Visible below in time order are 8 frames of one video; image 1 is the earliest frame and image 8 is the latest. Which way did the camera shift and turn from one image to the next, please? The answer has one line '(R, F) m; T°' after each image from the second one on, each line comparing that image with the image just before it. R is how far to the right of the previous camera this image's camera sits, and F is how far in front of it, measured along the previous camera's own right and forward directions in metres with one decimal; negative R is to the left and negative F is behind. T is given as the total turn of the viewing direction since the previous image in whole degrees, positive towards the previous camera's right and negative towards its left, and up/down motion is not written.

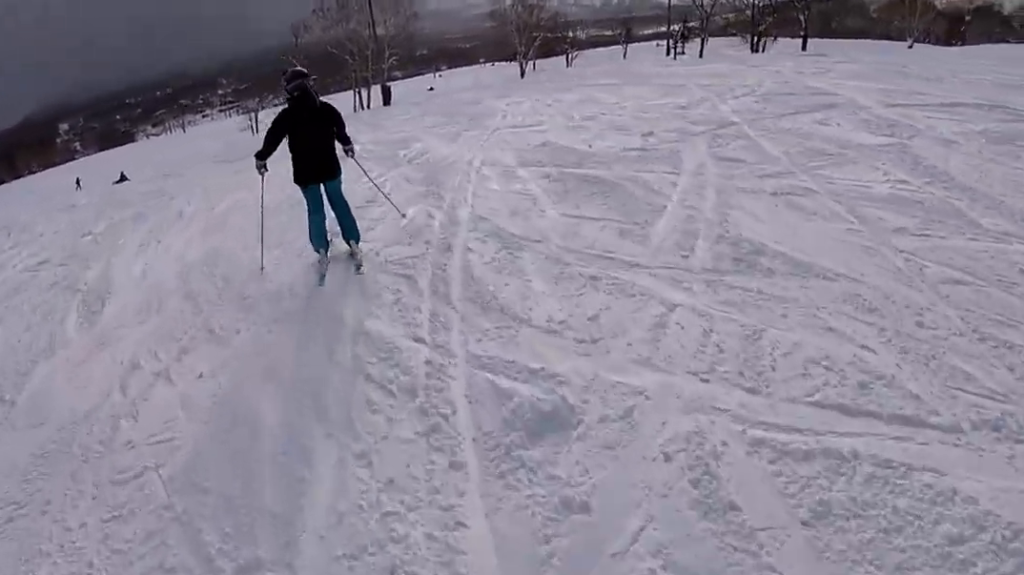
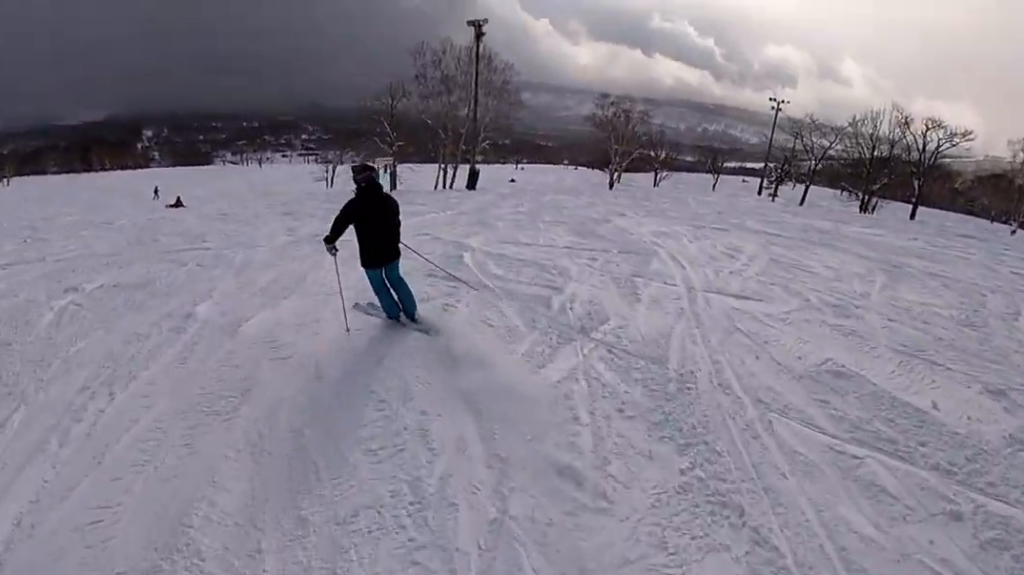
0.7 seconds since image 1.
(0.0, +4.9) m; -5°
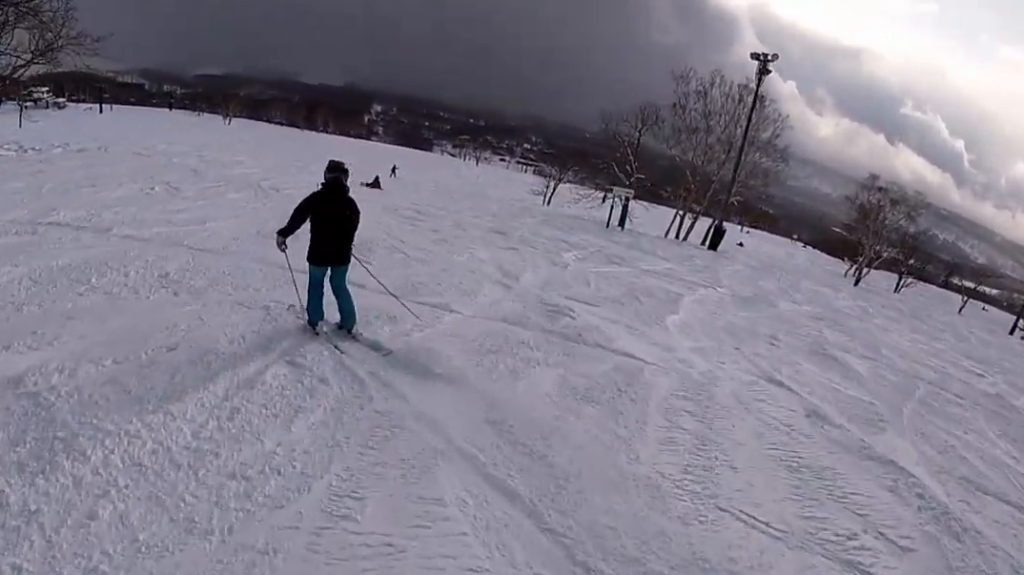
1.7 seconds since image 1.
(-0.6, +7.2) m; -2°
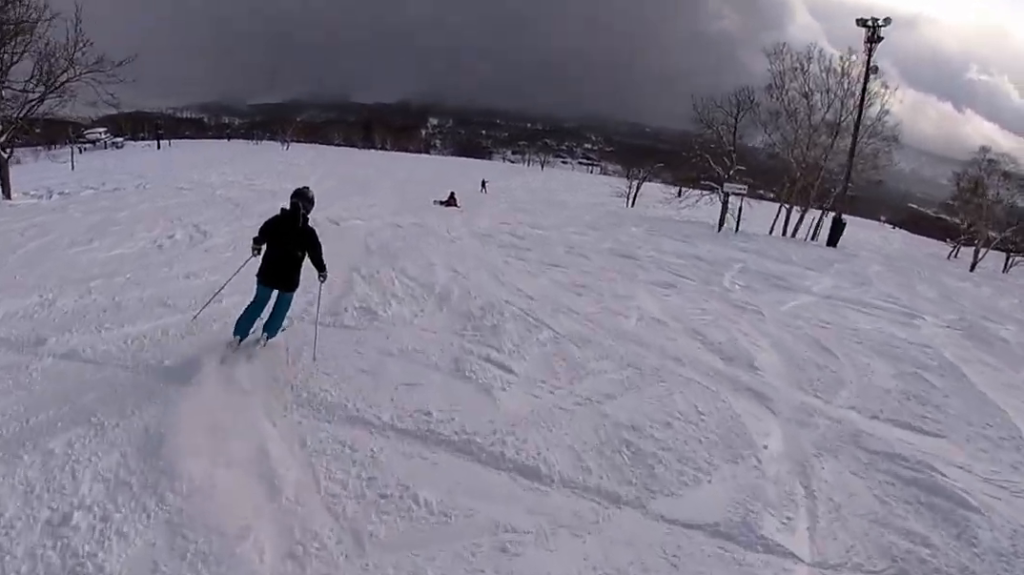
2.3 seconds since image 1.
(0.0, +4.8) m; +2°
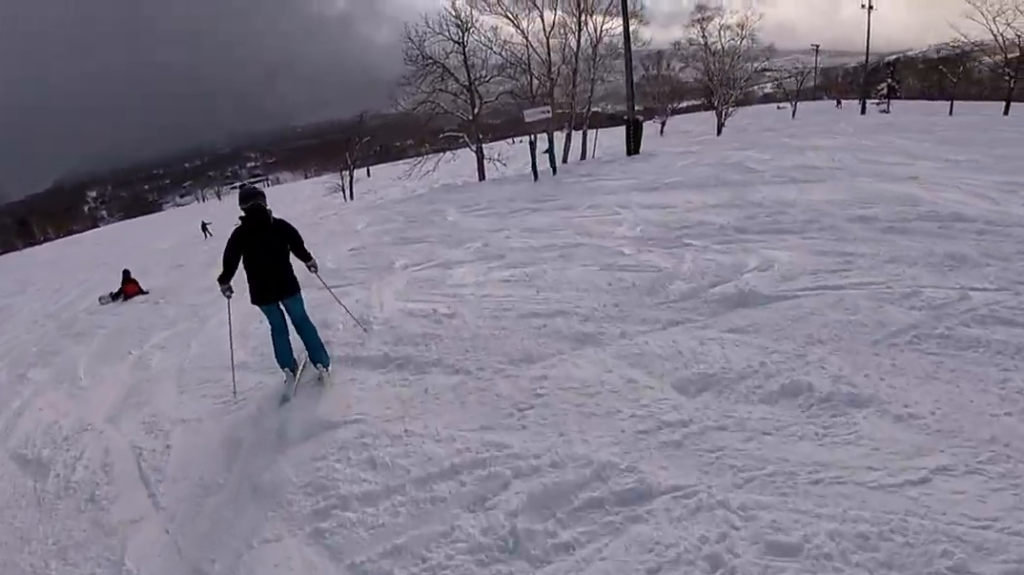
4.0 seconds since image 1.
(+1.1, +13.0) m; +5°
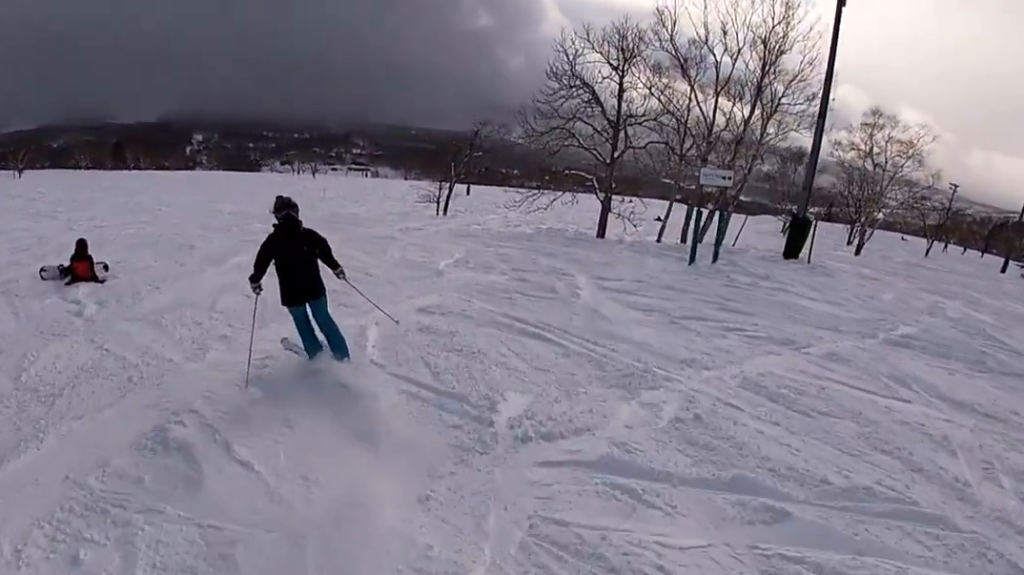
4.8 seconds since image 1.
(0.0, +6.1) m; -1°
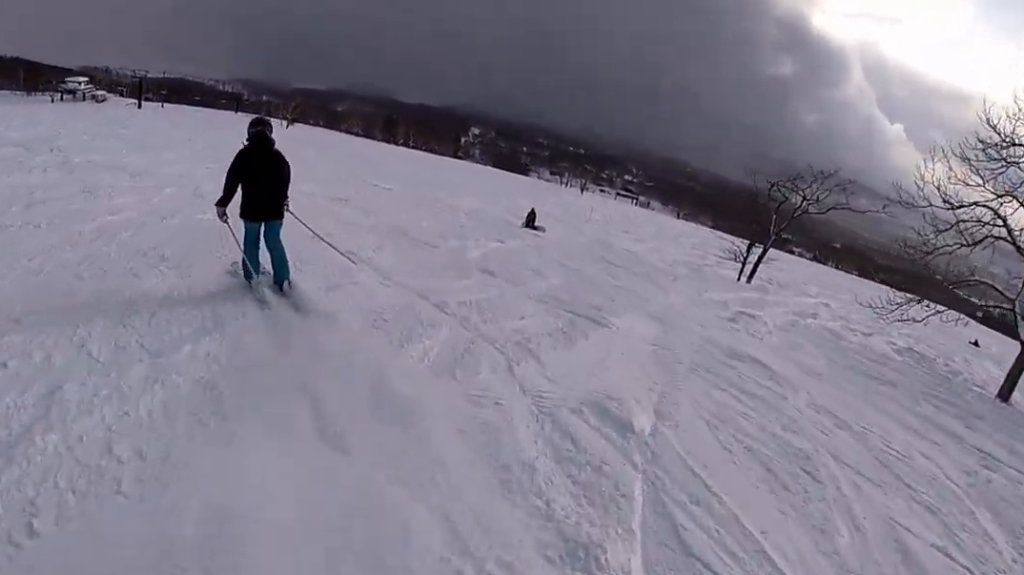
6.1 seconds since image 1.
(-0.5, +10.4) m; -13°
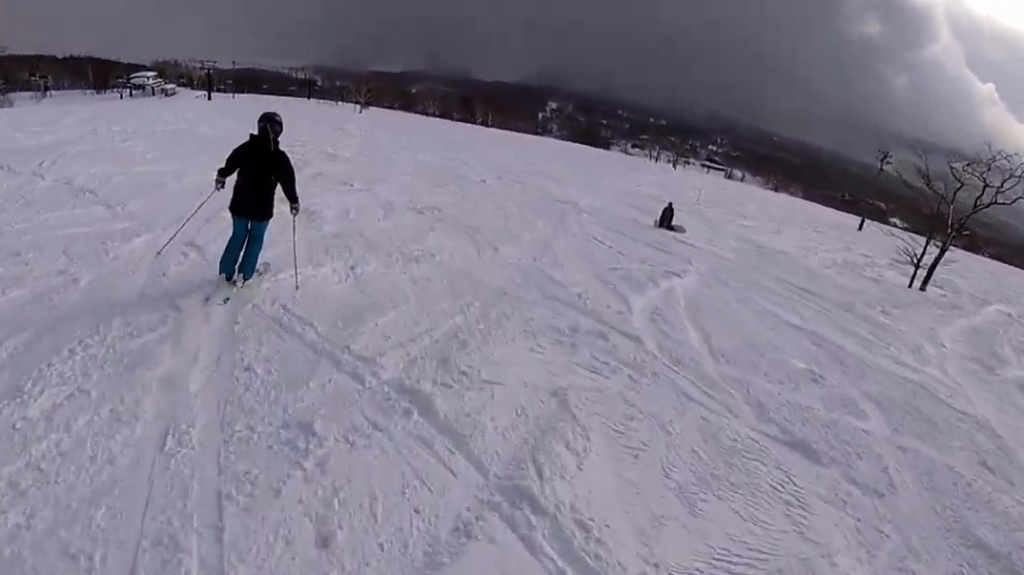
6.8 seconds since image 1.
(-1.0, +6.4) m; -7°
